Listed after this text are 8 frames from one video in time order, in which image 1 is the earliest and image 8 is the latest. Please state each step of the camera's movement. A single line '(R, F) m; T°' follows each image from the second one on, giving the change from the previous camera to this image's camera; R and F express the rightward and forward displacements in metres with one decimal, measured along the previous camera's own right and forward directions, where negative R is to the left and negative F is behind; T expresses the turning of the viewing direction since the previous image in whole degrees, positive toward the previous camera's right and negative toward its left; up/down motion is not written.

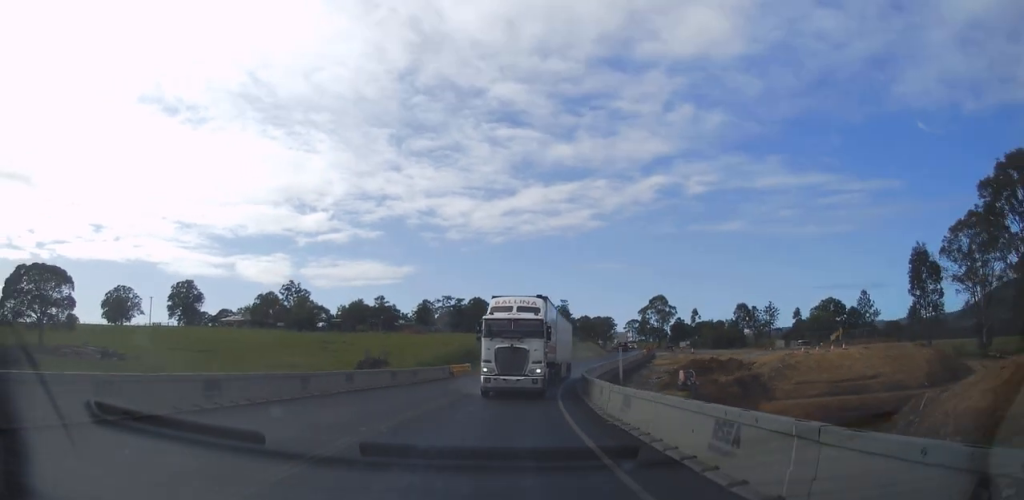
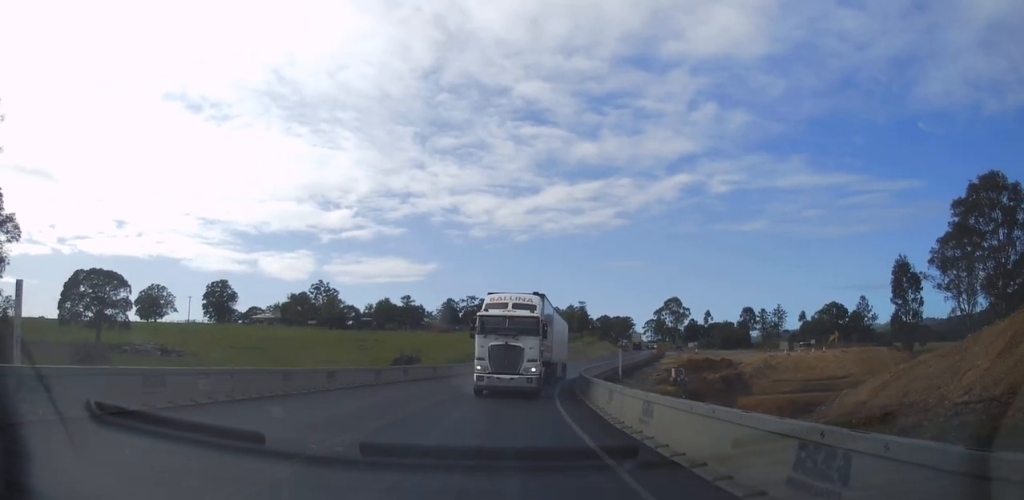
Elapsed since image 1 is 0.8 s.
(-0.4, +9.0) m; -2°
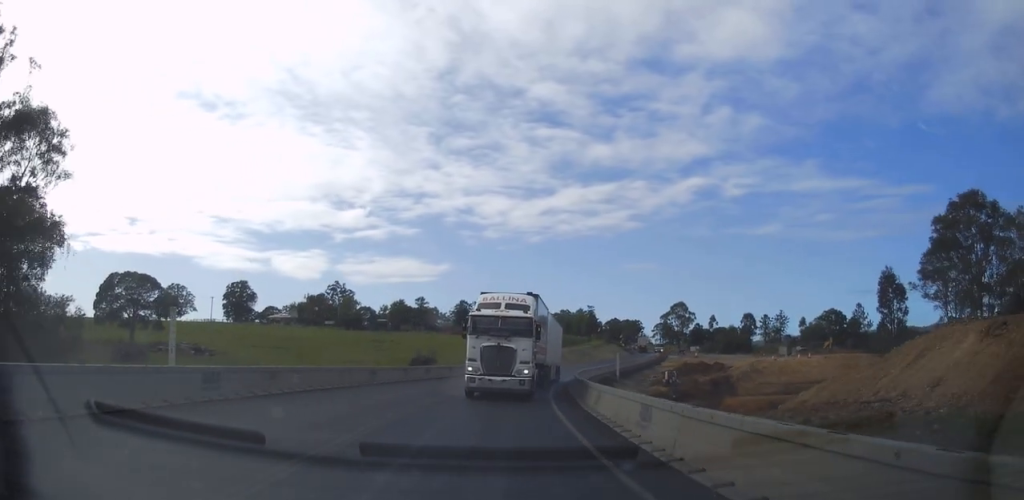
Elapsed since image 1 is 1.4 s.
(-0.2, +6.4) m; +2°
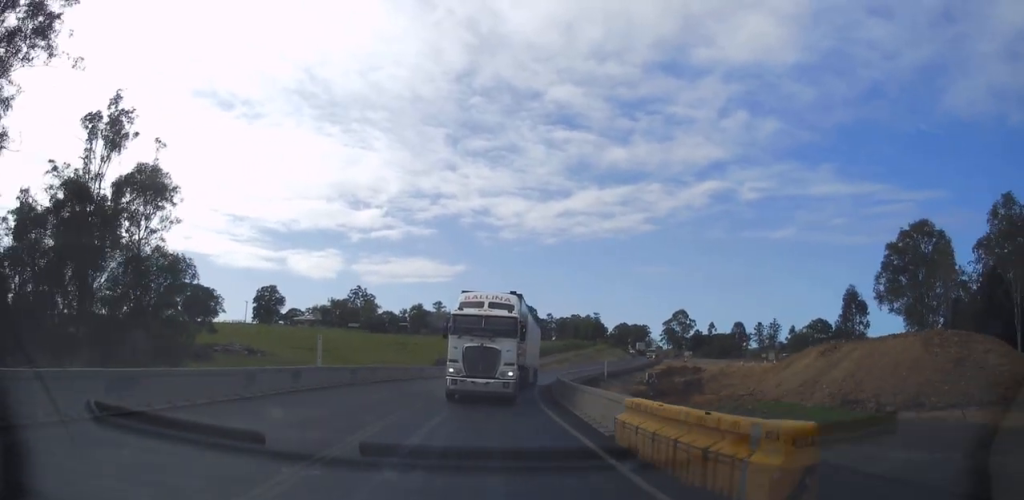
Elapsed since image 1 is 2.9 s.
(+0.4, +14.5) m; -1°
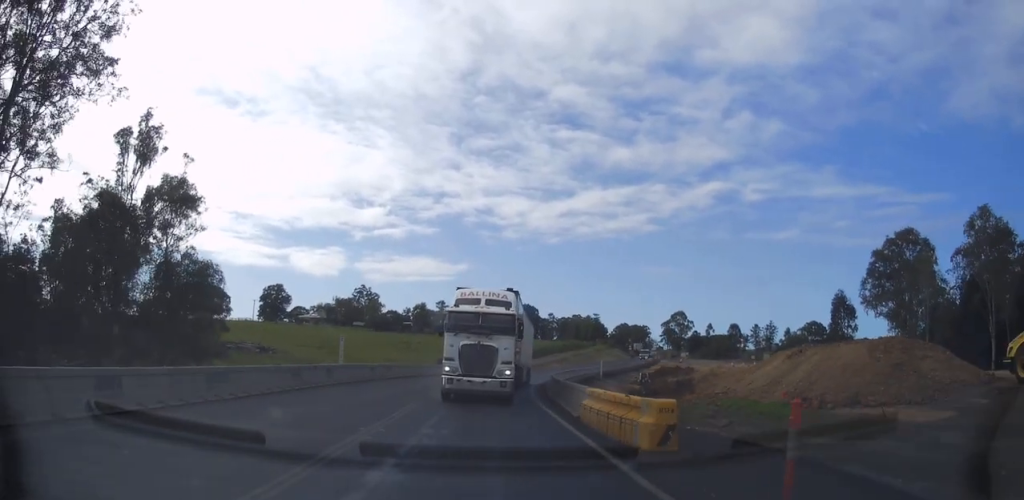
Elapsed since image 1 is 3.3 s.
(-0.2, +4.5) m; -2°
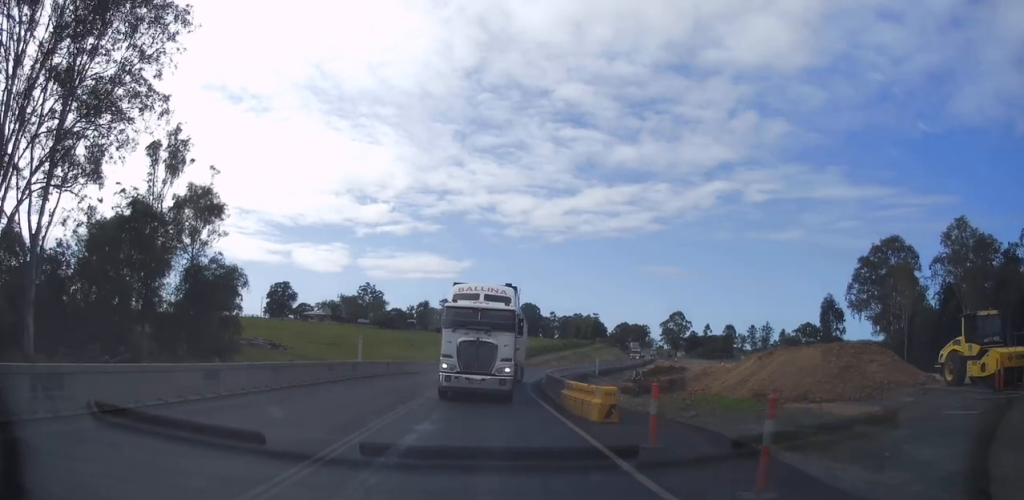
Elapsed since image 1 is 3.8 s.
(-0.1, +5.0) m; 0°
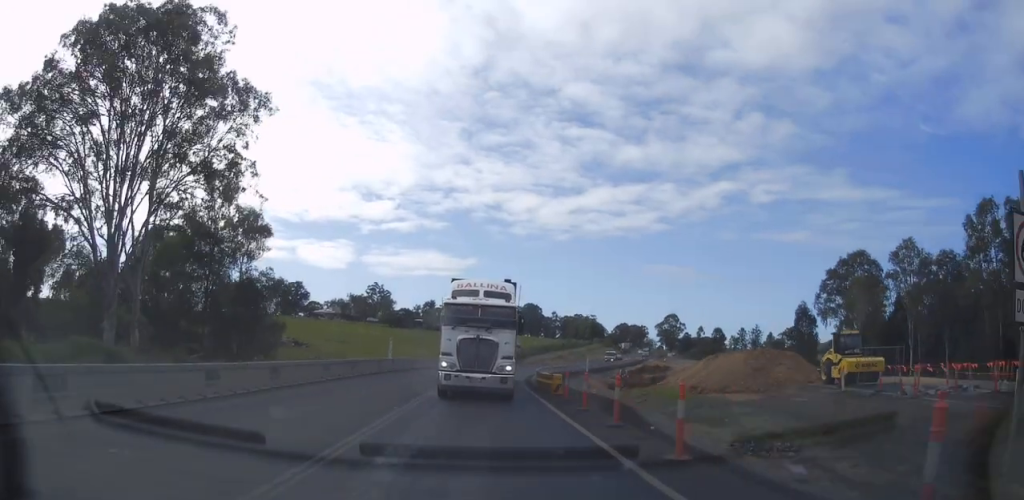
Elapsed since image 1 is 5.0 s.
(+0.1, +12.1) m; +1°
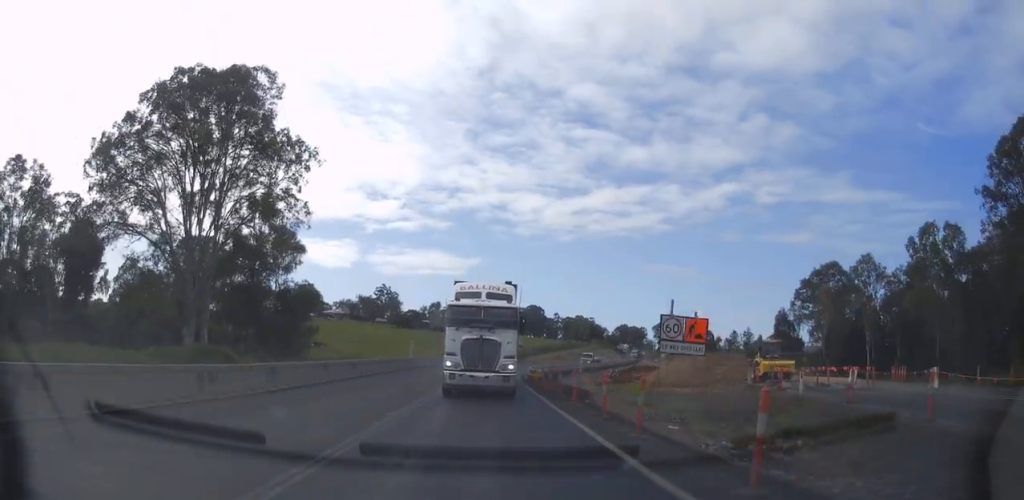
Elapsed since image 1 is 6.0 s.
(+0.1, +11.8) m; 0°
